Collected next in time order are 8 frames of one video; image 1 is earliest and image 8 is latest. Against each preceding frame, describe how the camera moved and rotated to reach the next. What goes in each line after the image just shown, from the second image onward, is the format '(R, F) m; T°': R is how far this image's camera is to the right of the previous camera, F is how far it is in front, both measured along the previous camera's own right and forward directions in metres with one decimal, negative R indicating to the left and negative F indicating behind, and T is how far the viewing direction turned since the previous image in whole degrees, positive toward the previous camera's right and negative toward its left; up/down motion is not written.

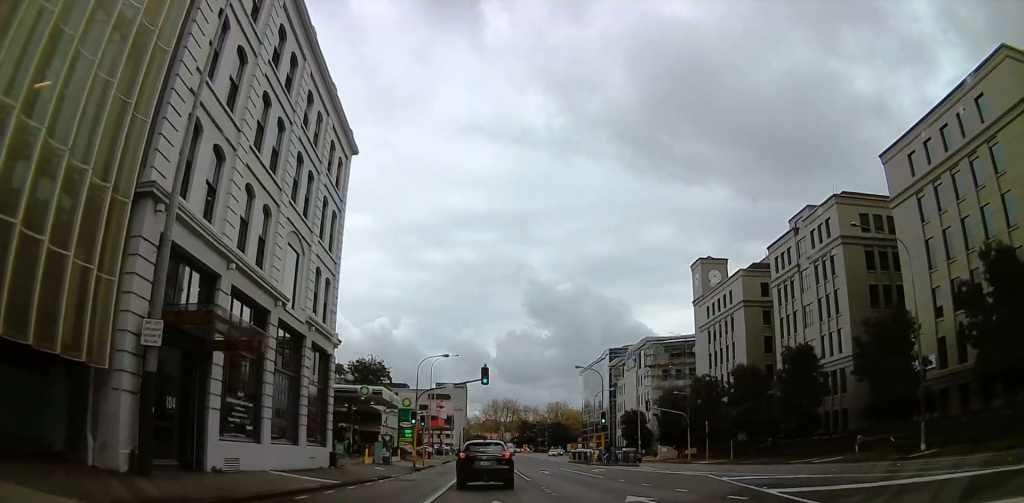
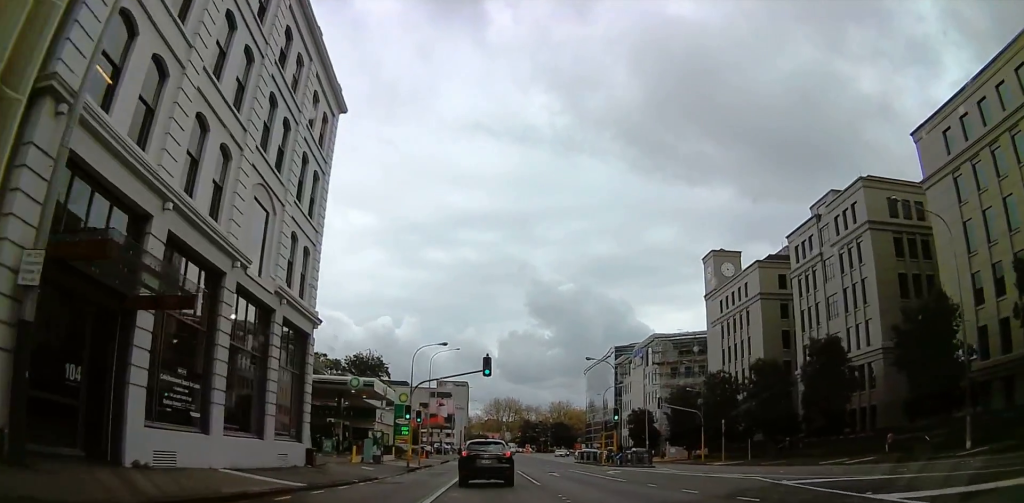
(-0.2, +4.4) m; -3°
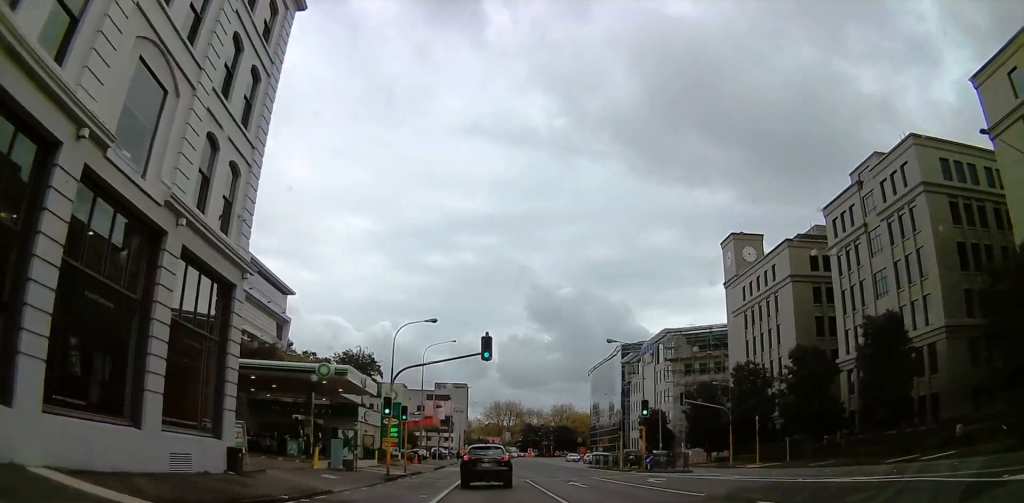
(-0.2, +8.9) m; -2°
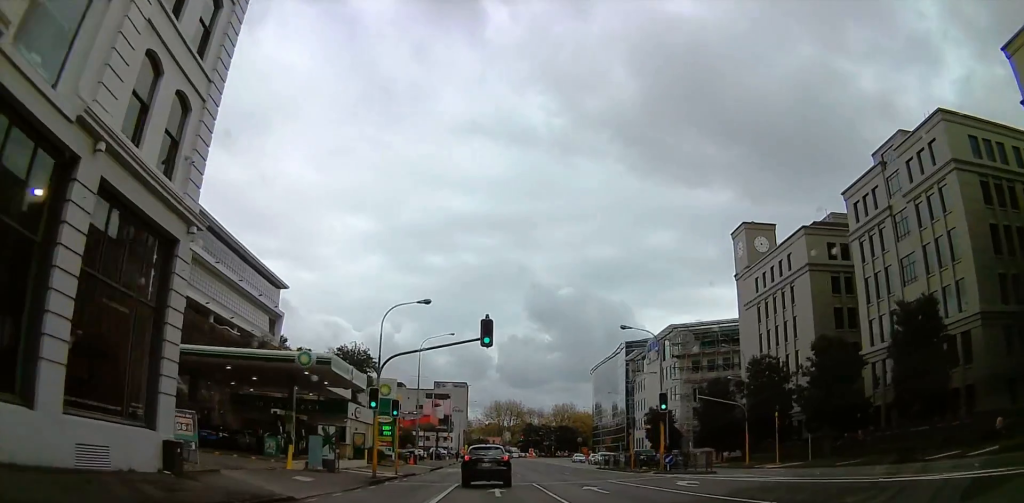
(-0.2, +4.2) m; 0°
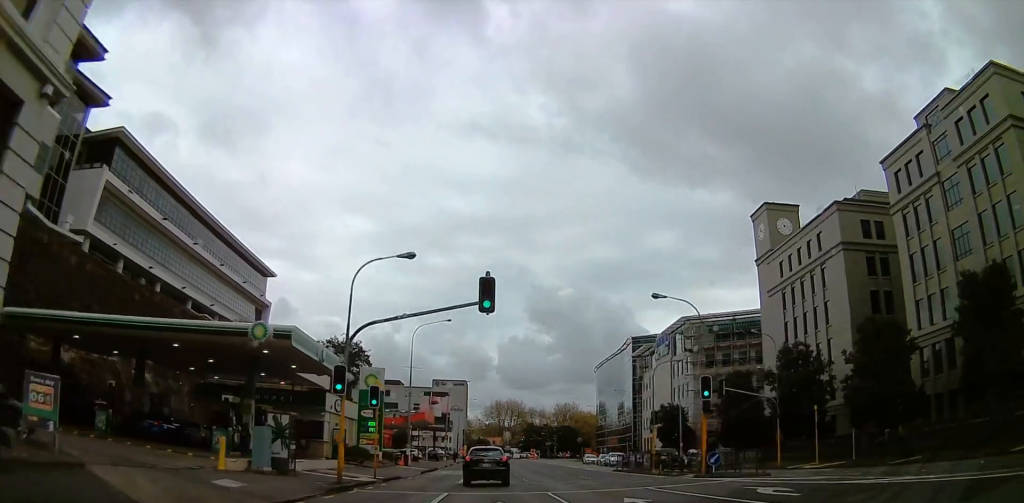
(+0.2, +7.4) m; +2°
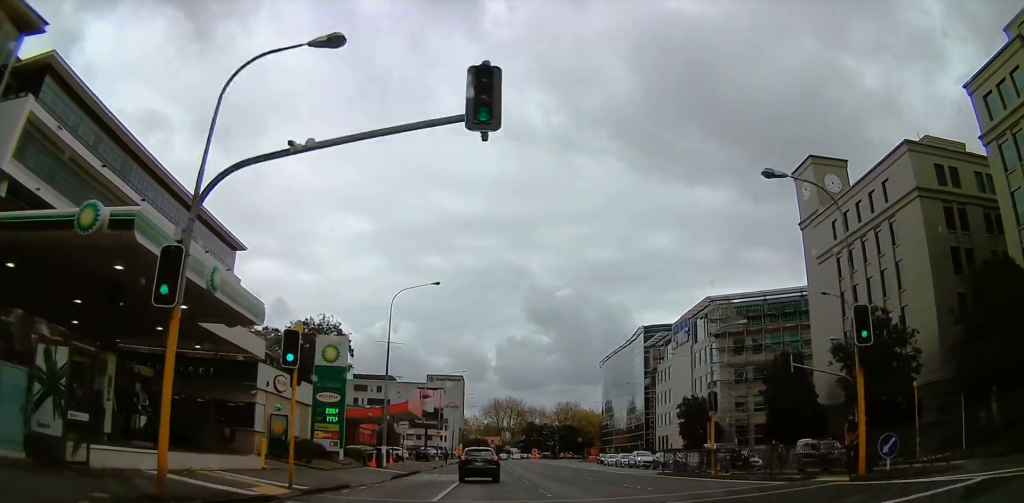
(+0.3, +13.5) m; -3°
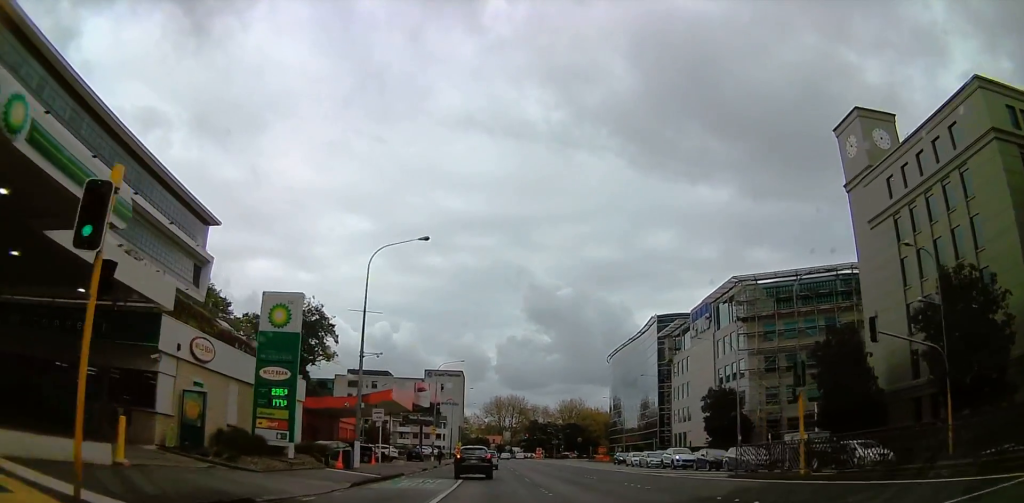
(-0.7, +10.3) m; +2°
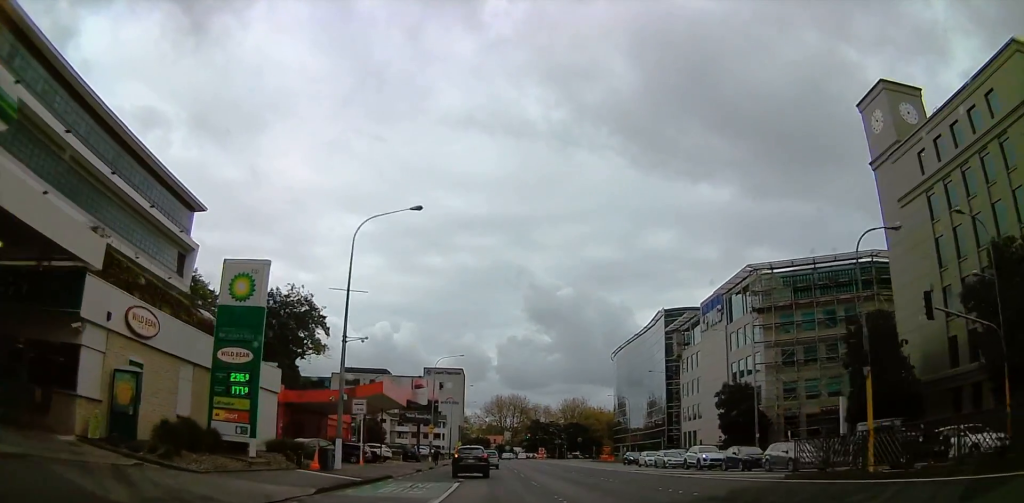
(+0.4, +4.8) m; +3°
